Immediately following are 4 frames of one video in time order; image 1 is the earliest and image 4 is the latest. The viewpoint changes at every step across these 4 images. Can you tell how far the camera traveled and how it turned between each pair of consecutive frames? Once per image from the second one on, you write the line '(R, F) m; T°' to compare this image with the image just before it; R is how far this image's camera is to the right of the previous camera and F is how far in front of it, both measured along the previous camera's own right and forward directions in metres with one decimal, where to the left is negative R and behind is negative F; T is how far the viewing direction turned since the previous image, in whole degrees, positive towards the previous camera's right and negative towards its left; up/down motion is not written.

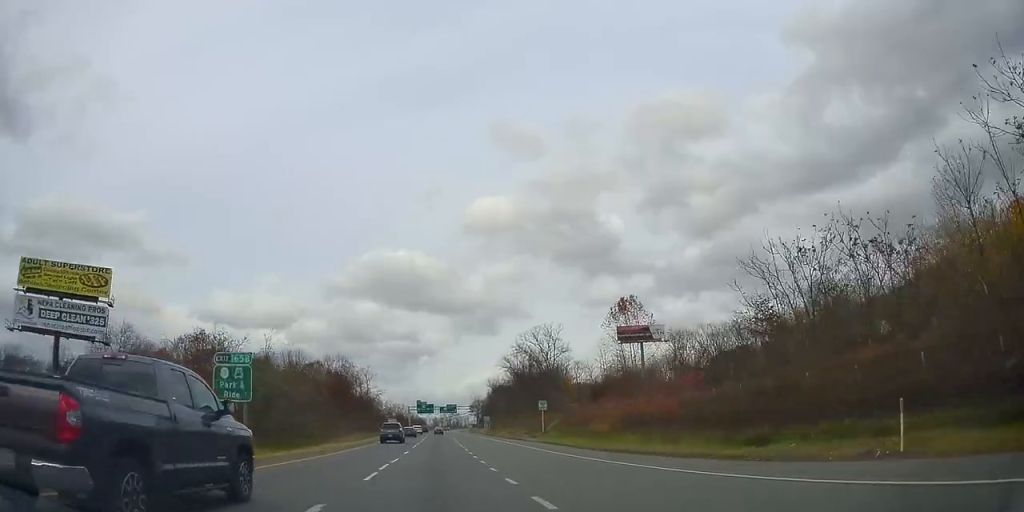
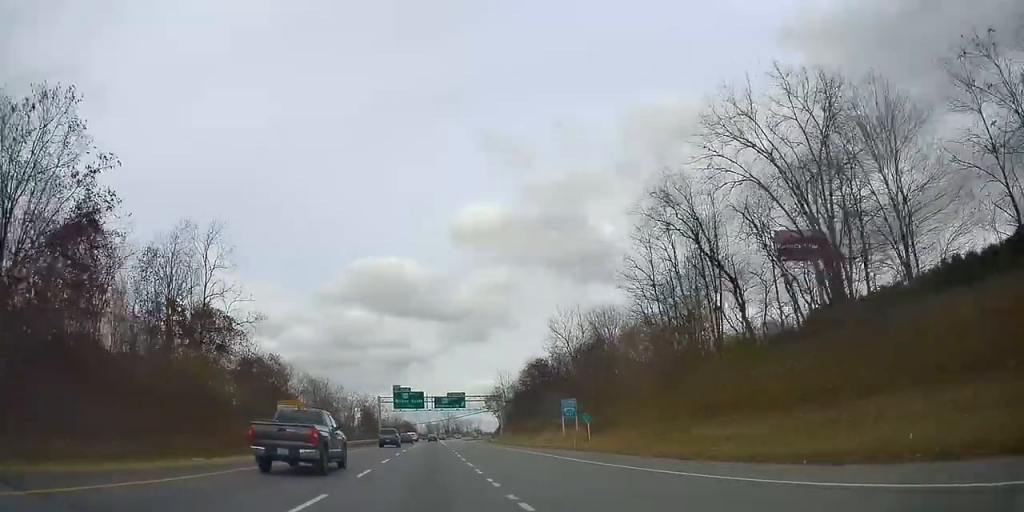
(-0.2, +90.5) m; 0°
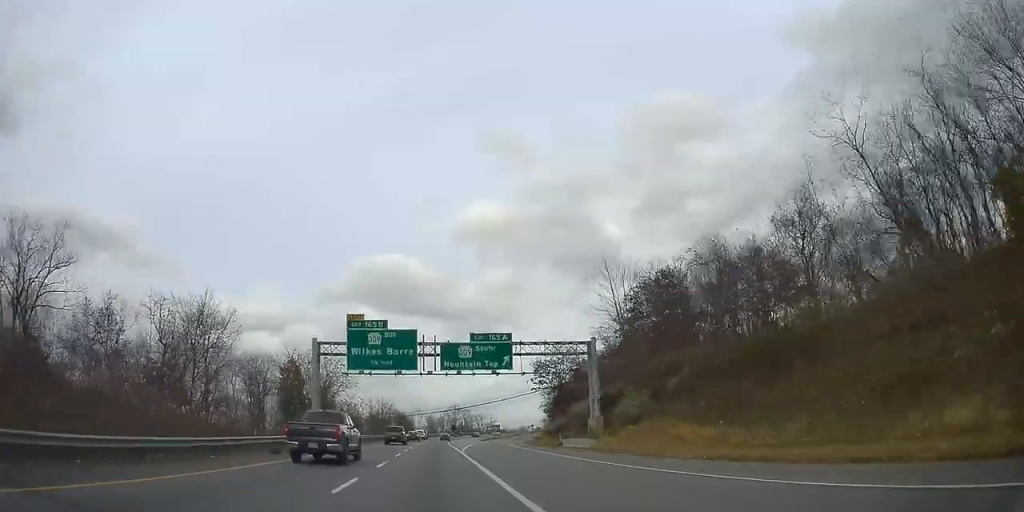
(+0.8, +64.0) m; +1°
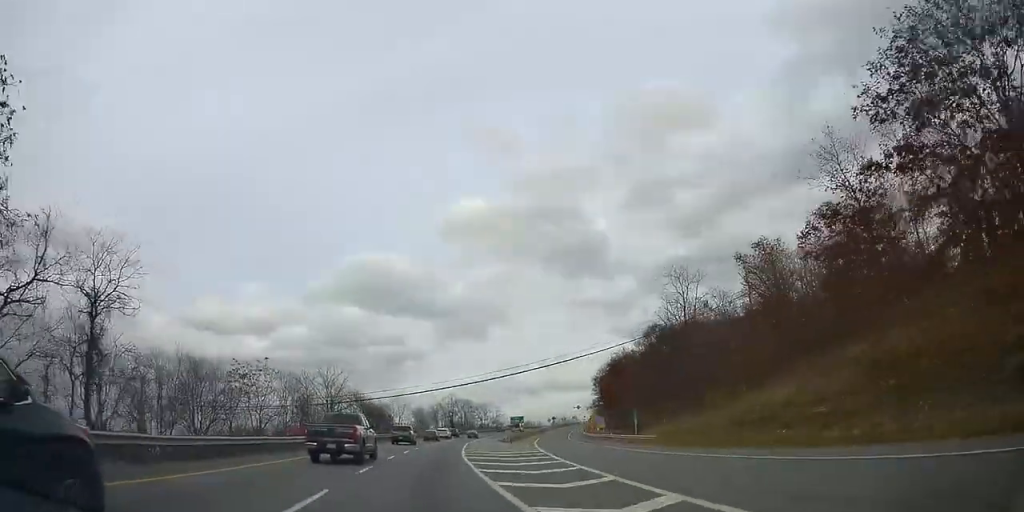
(-1.2, +62.6) m; -1°
